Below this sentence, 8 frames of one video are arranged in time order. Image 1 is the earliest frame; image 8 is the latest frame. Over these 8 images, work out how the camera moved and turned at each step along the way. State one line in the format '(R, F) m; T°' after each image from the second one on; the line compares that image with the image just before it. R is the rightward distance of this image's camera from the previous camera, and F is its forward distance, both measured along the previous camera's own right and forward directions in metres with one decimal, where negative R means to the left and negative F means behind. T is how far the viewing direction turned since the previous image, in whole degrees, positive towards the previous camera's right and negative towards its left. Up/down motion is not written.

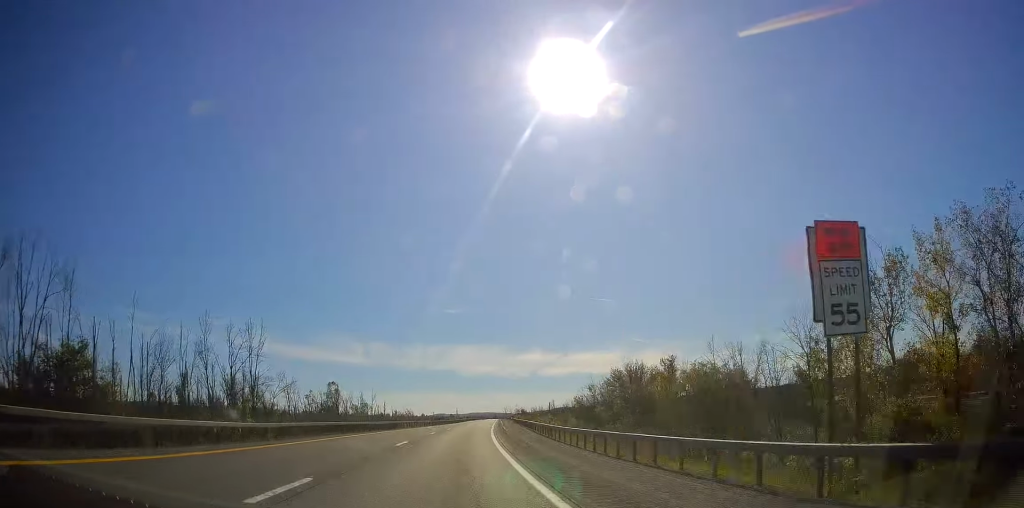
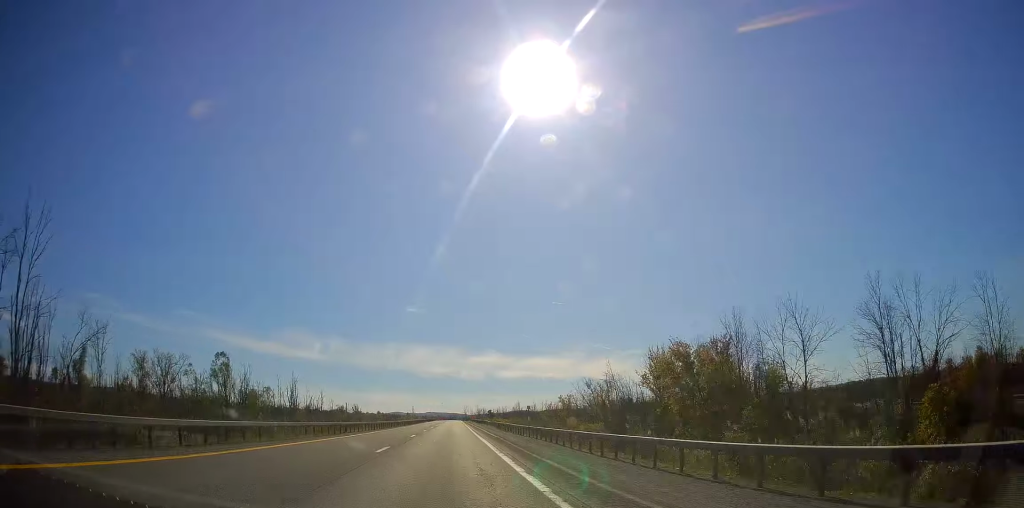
(+1.4, +48.0) m; +3°
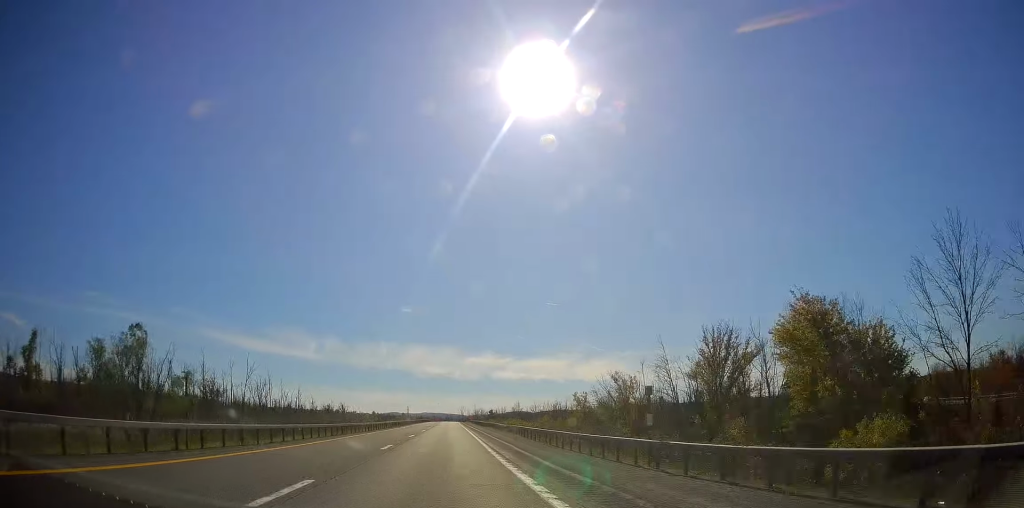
(+0.4, +26.1) m; +2°
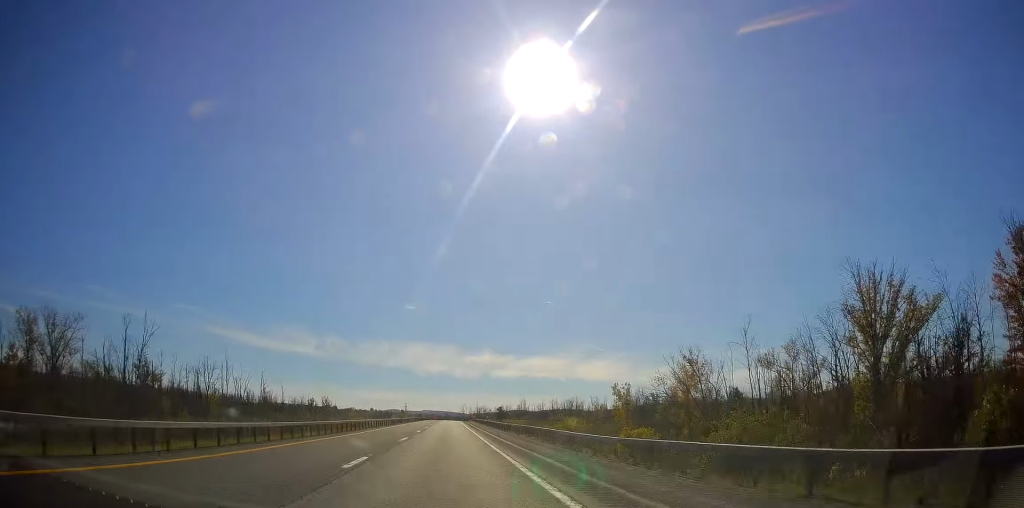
(+1.0, +35.9) m; +1°
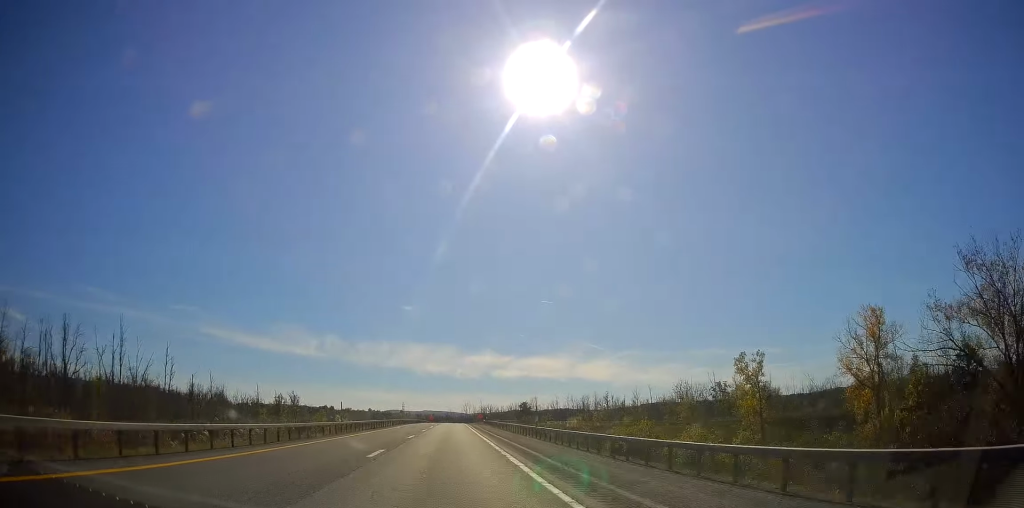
(-0.3, +51.1) m; 0°
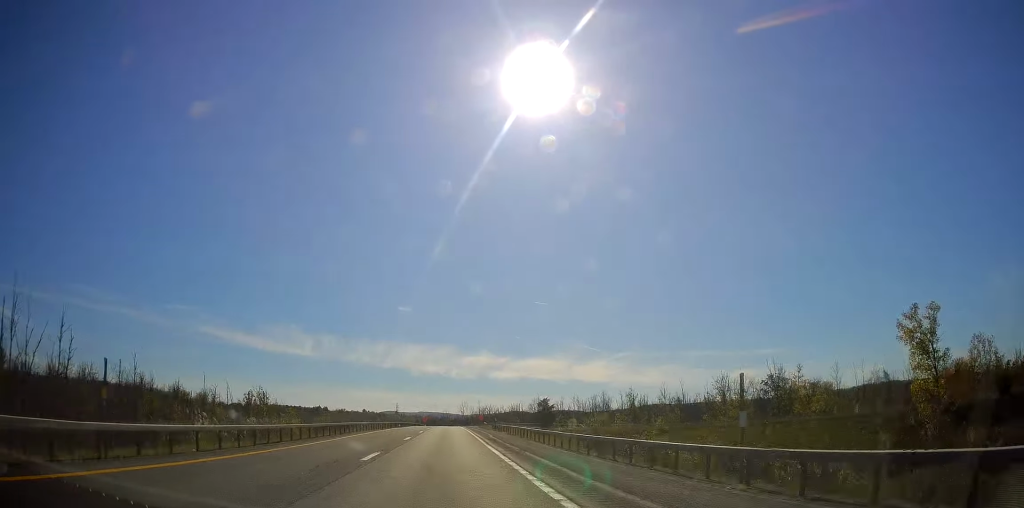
(+0.3, +28.6) m; 0°
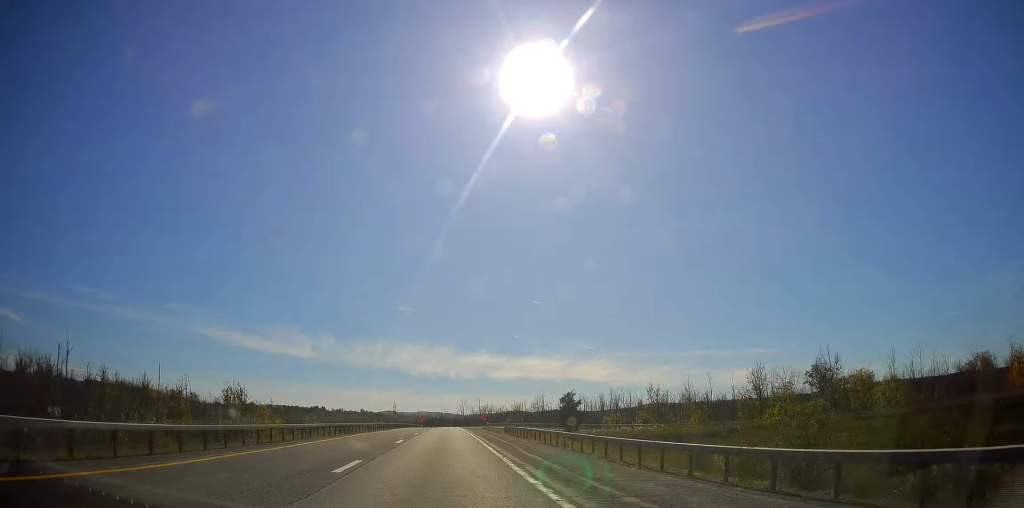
(0.0, +17.7) m; -1°
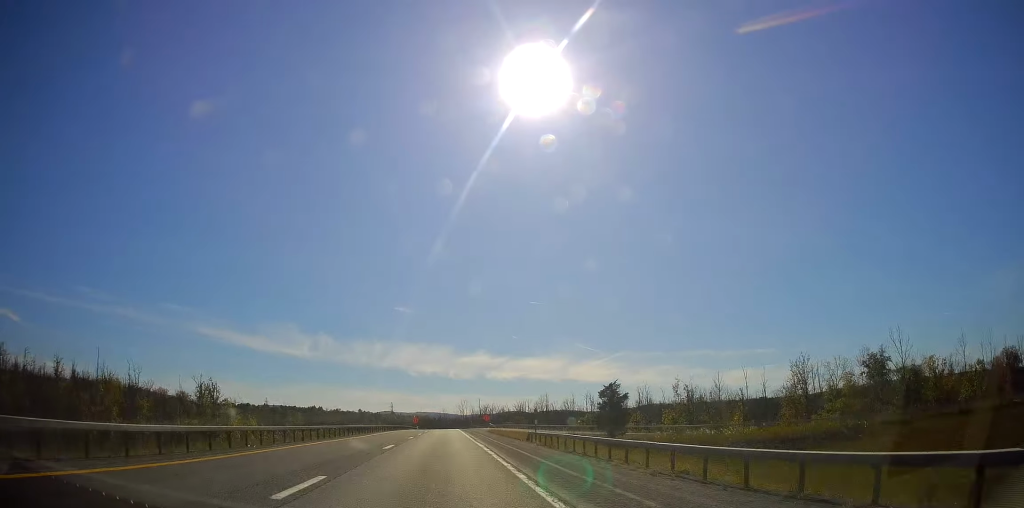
(-0.1, +17.7) m; 0°
